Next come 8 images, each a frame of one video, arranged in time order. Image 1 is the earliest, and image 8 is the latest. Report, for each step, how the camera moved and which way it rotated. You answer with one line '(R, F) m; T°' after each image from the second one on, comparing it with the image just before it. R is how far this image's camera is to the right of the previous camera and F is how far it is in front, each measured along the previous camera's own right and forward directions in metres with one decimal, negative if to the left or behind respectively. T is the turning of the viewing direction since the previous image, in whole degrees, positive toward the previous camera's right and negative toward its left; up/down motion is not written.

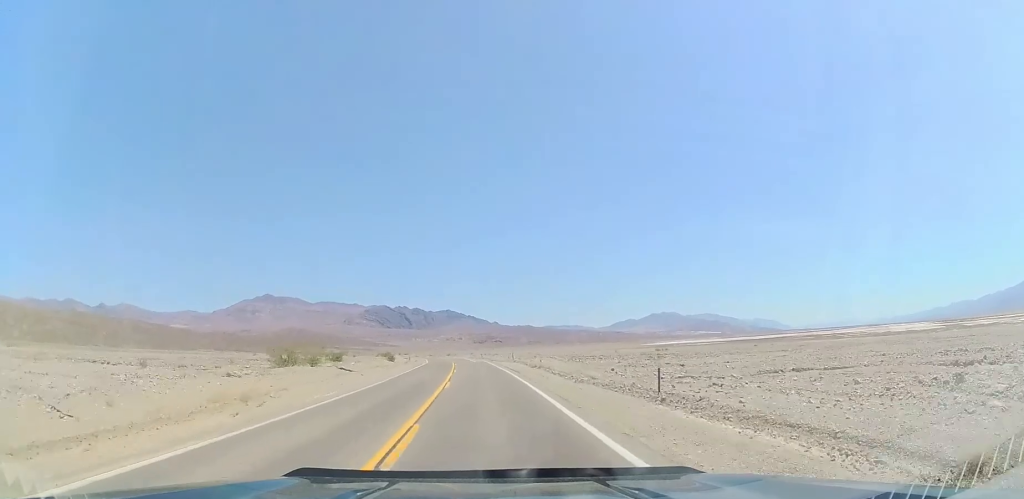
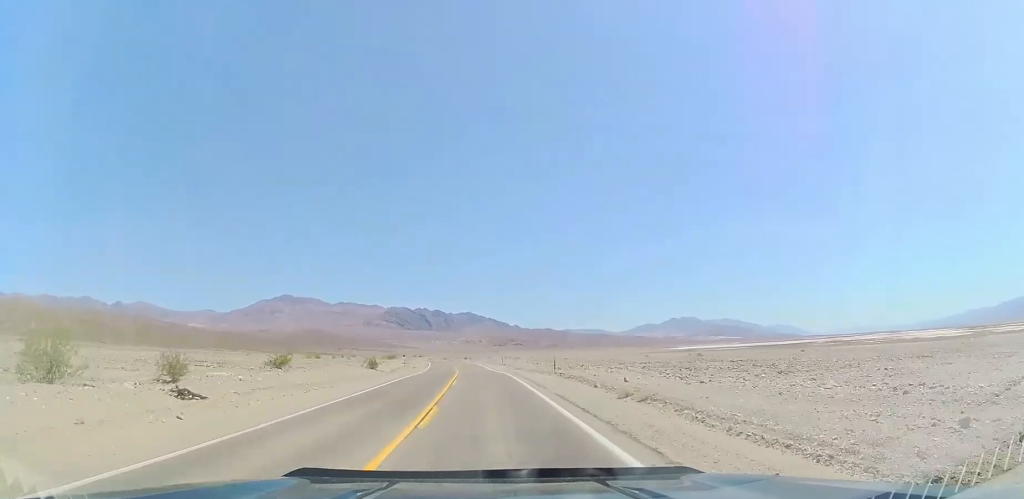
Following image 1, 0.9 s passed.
(-0.1, +25.2) m; -2°
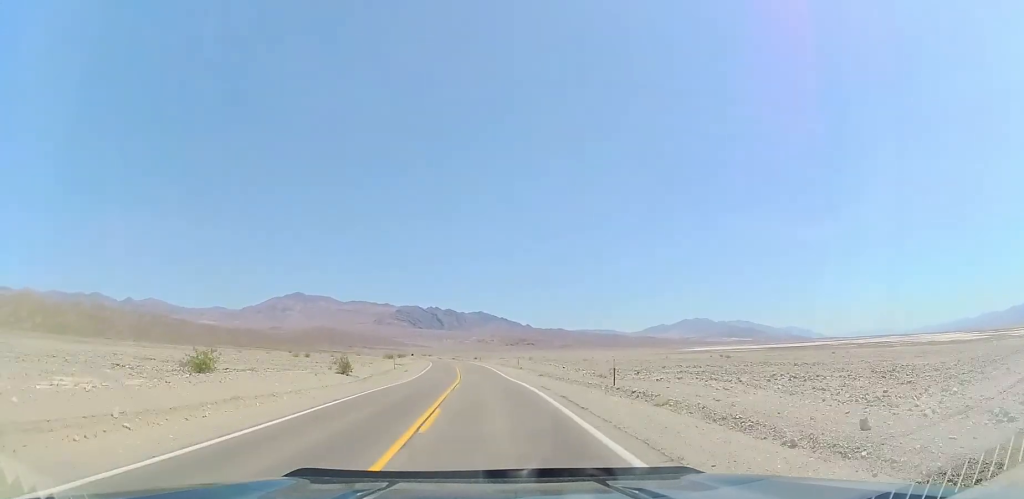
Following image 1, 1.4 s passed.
(-0.2, +15.5) m; -1°
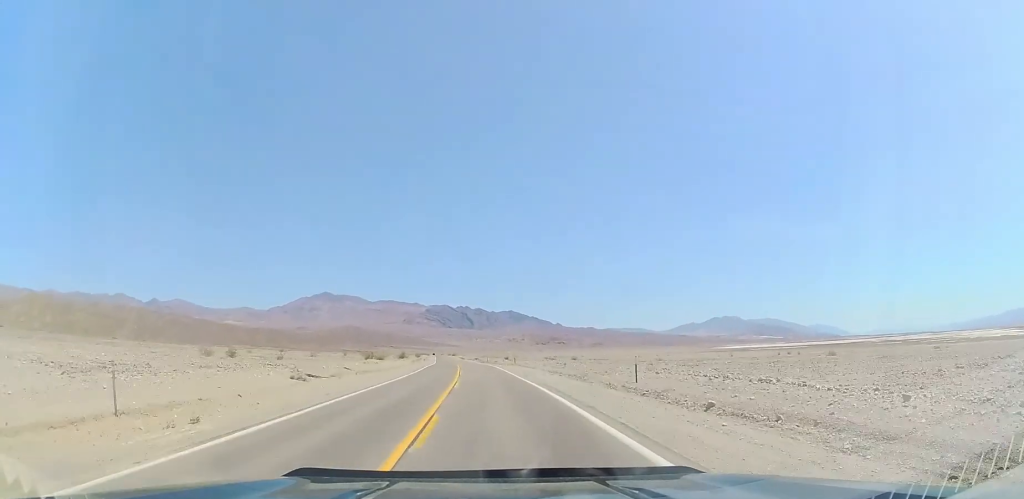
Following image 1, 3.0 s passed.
(-1.5, +46.9) m; -3°
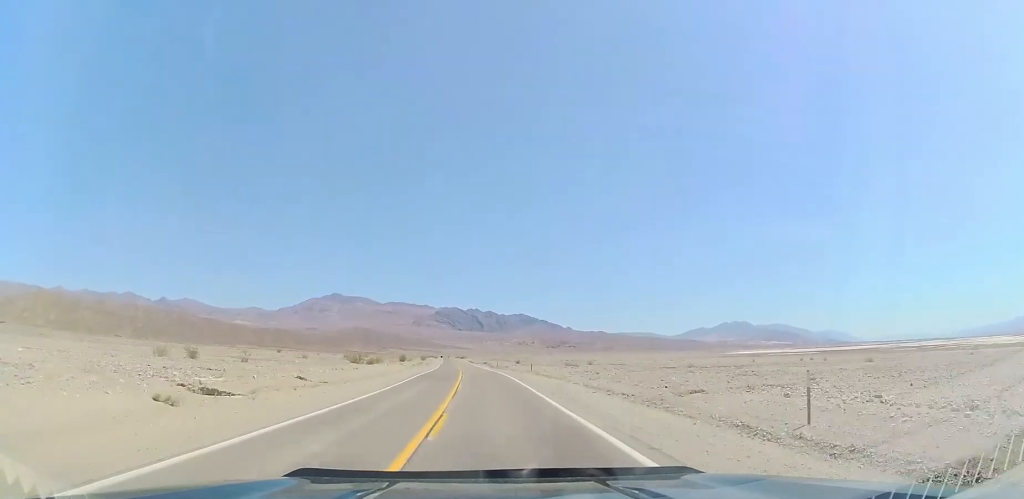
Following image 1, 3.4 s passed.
(-0.1, +12.7) m; -1°
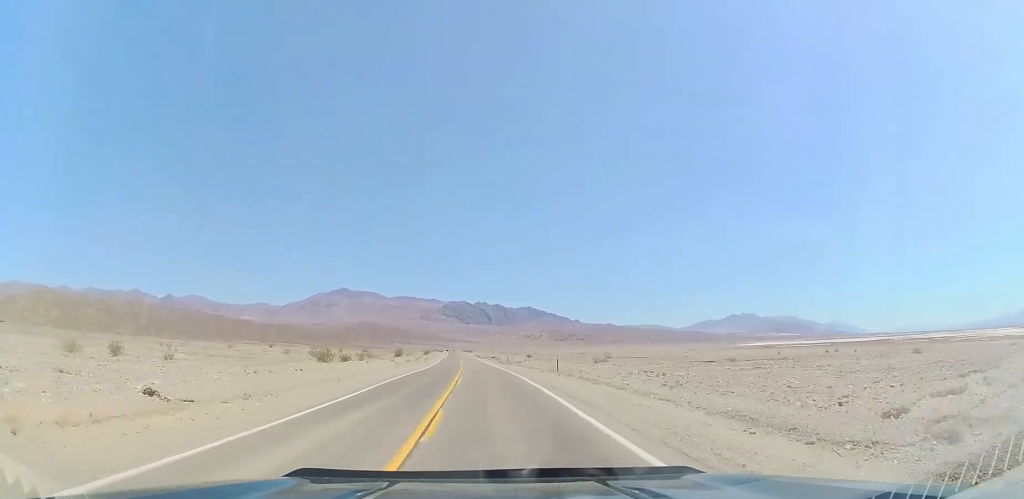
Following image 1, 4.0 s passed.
(0.0, +15.6) m; -1°
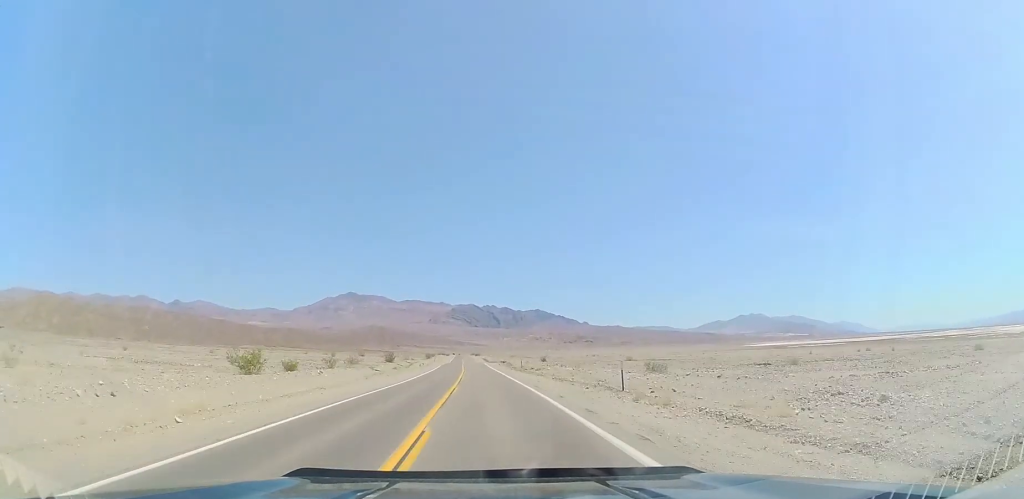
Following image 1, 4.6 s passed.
(-0.3, +17.6) m; -1°
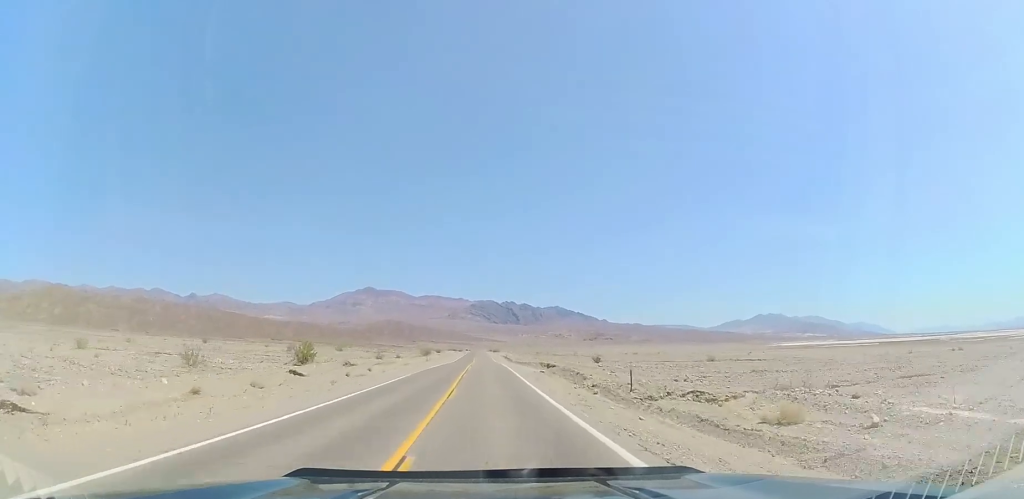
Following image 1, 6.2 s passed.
(-1.3, +47.7) m; -3°
